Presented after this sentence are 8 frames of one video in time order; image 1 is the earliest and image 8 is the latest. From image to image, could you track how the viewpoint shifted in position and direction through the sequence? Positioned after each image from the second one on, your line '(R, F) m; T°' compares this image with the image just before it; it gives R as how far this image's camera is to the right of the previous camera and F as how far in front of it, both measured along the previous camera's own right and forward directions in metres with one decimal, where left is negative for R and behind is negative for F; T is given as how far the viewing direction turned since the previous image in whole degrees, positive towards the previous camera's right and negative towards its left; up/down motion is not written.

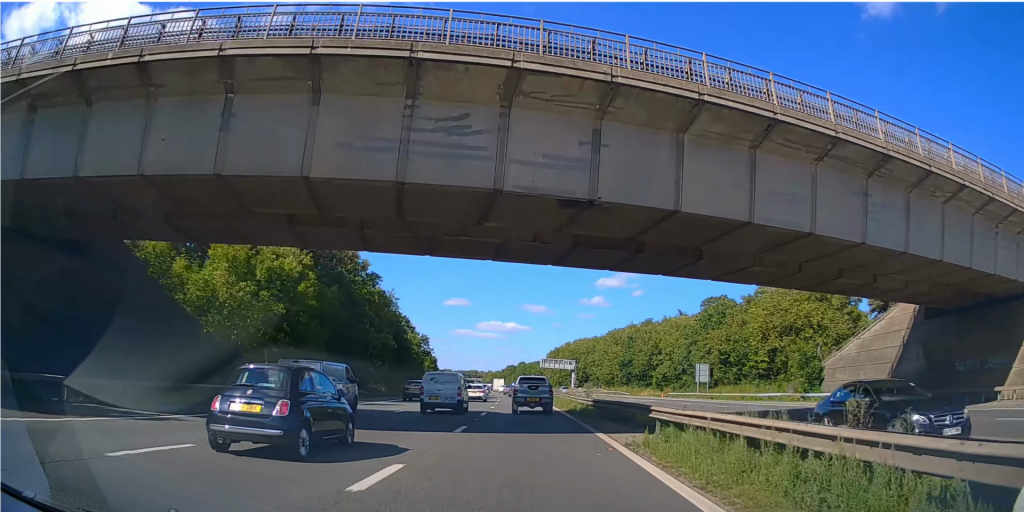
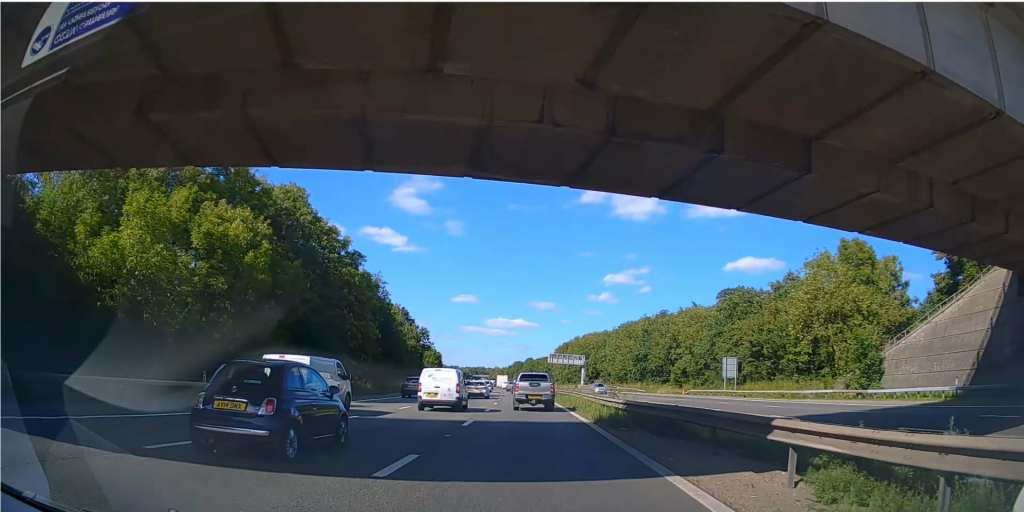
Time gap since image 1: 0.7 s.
(-0.1, +8.5) m; -1°
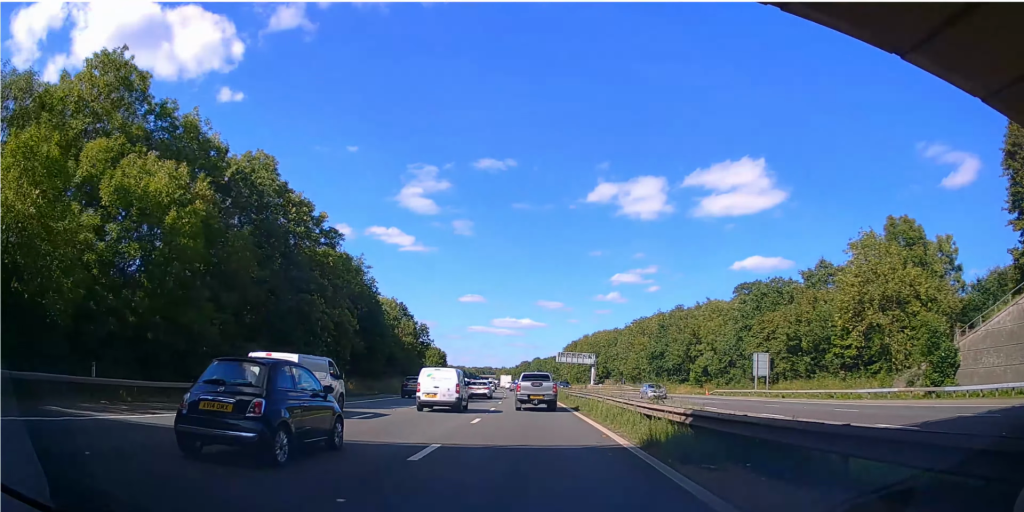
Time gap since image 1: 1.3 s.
(0.0, +7.7) m; -1°
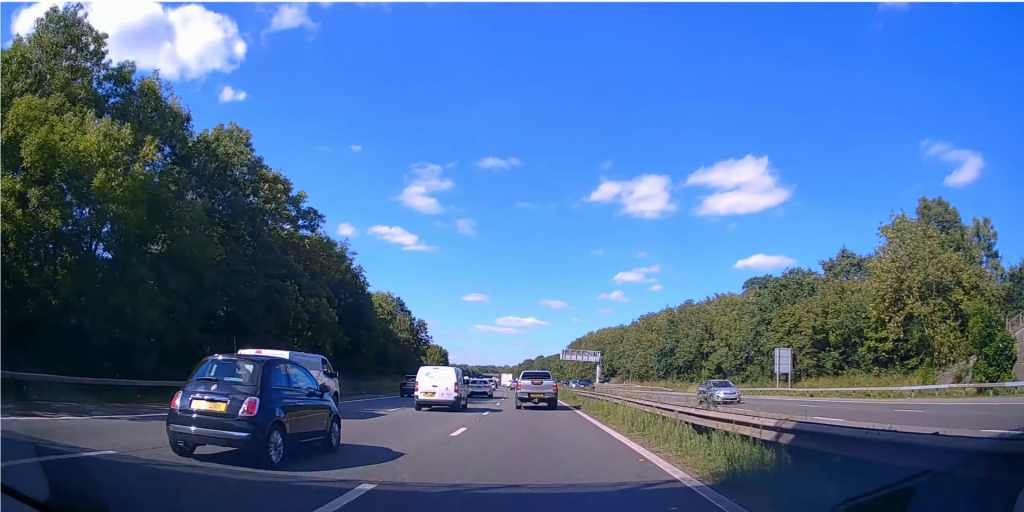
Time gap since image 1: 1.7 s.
(-0.1, +5.2) m; 0°
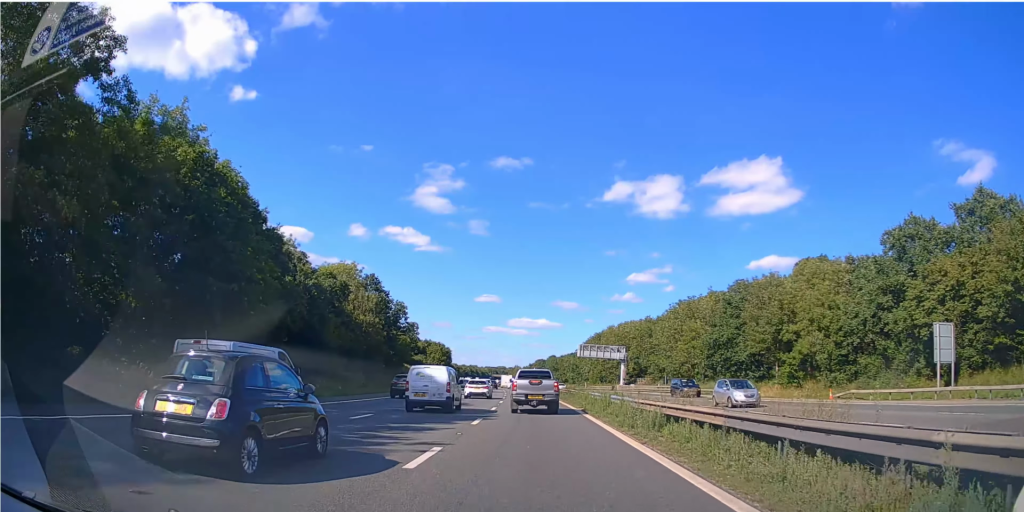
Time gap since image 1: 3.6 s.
(-0.2, +25.6) m; -1°
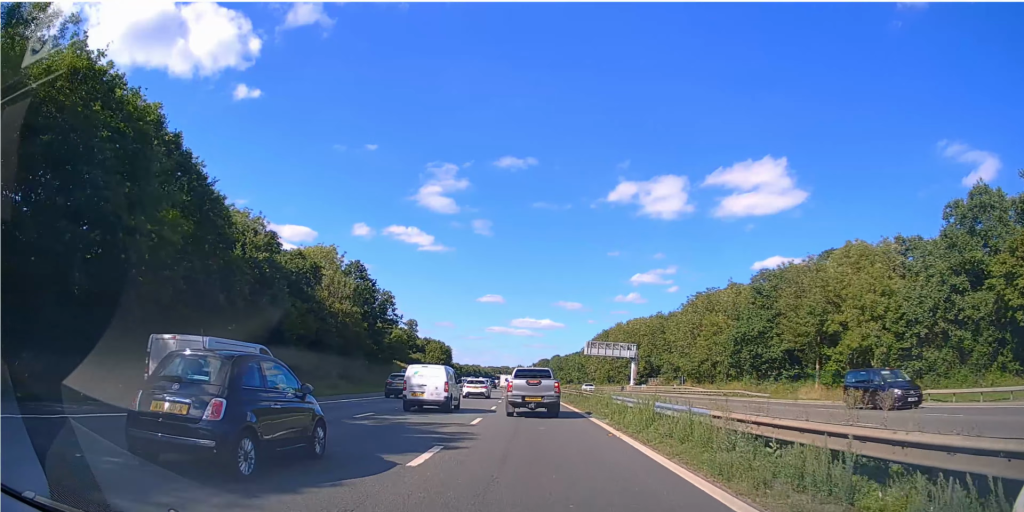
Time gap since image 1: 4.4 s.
(-0.1, +10.0) m; -1°
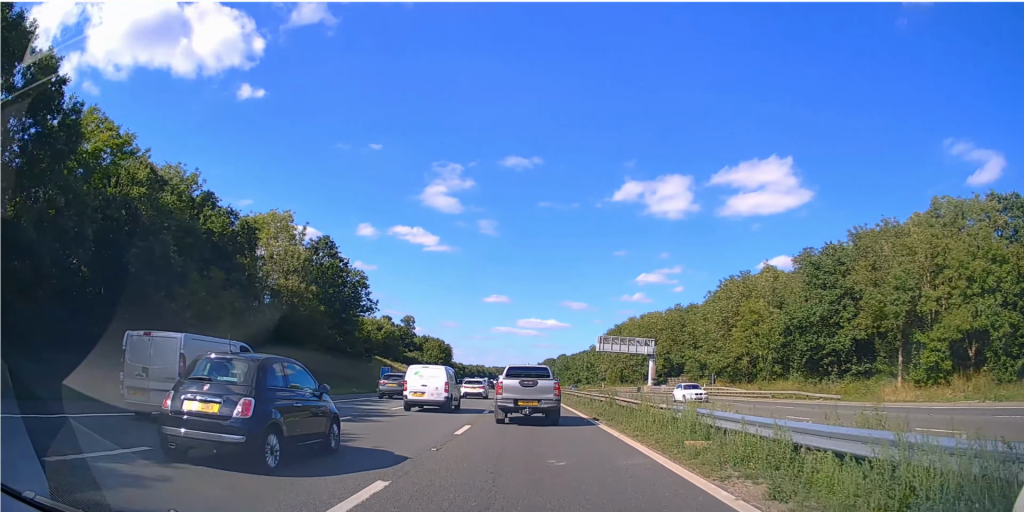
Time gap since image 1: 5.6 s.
(-0.1, +15.2) m; -1°
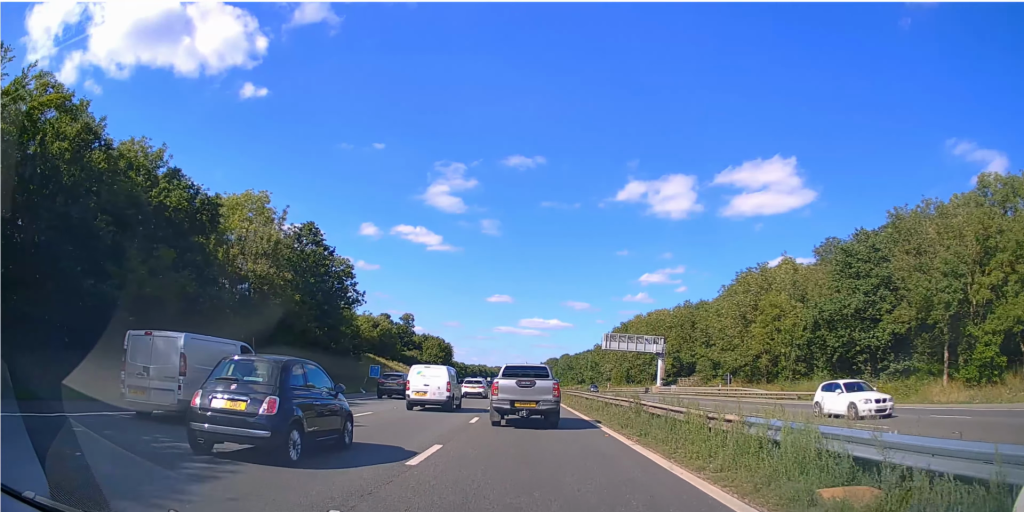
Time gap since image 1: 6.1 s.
(0.0, +6.9) m; 0°
